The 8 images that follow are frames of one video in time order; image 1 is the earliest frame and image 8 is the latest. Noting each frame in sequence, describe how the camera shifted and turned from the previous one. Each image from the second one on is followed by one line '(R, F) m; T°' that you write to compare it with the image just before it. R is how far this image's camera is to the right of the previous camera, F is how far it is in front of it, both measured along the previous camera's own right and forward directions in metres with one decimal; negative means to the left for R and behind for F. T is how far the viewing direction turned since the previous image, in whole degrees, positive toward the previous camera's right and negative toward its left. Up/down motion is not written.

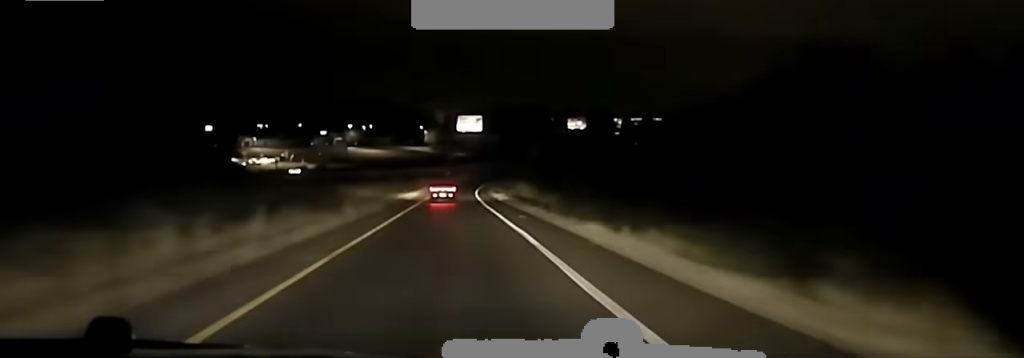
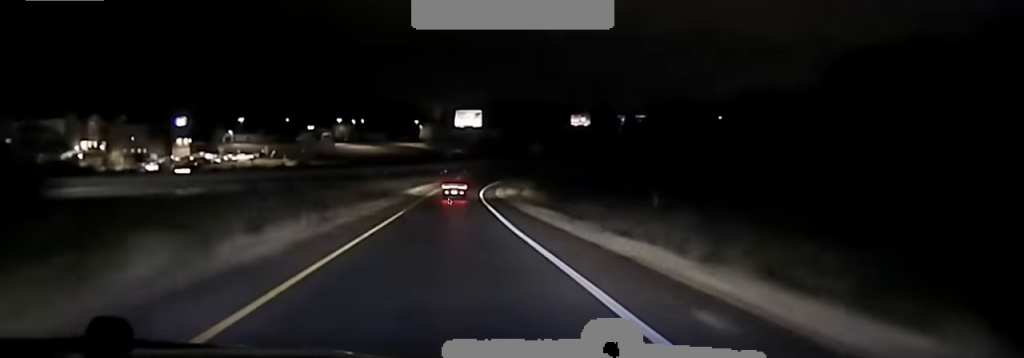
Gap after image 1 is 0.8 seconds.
(+0.3, +26.6) m; 0°
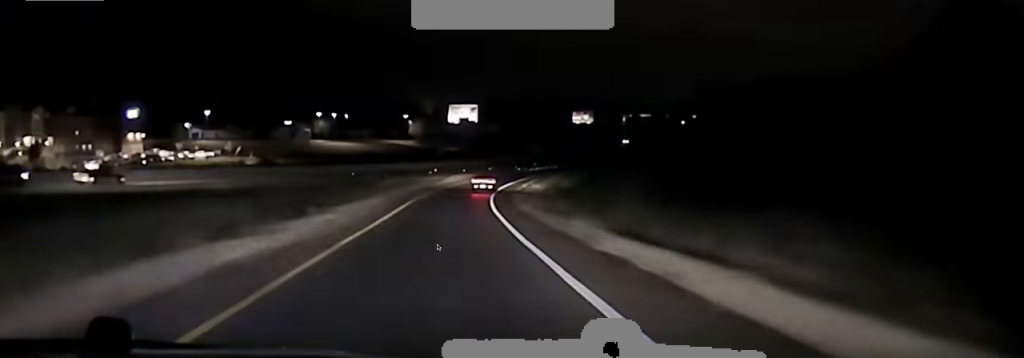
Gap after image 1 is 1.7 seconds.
(-0.6, +33.3) m; 0°
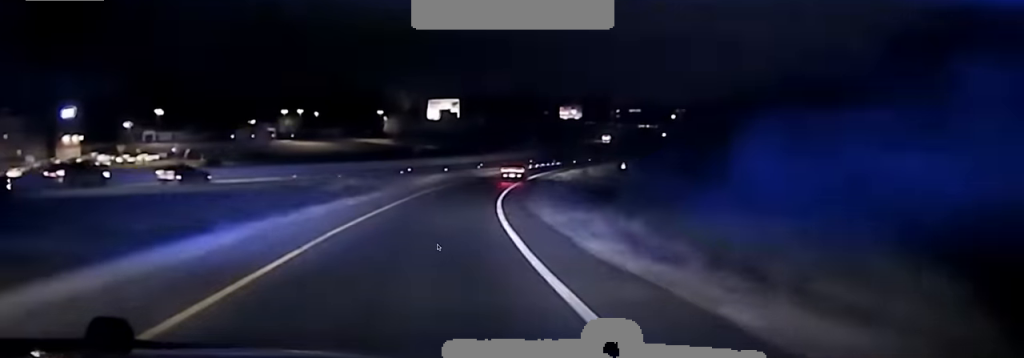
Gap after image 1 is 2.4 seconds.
(+0.3, +28.2) m; +1°
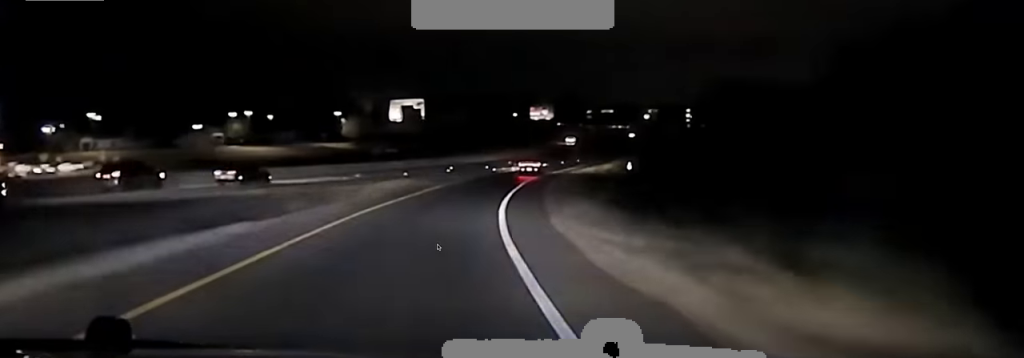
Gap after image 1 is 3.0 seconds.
(+0.2, +26.1) m; +1°
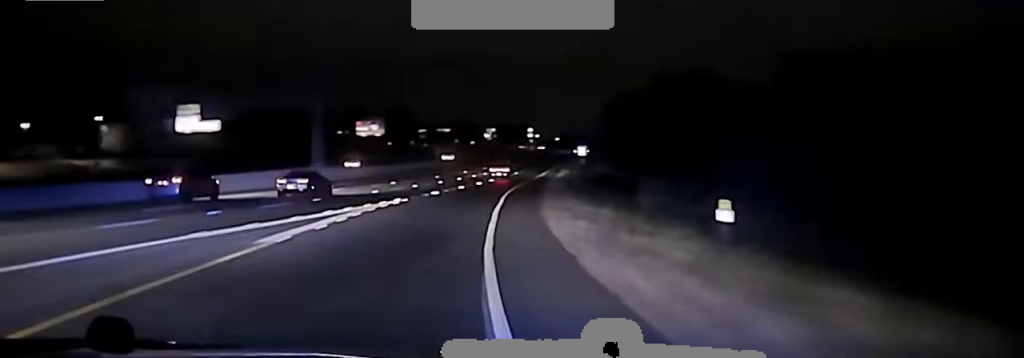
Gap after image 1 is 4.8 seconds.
(+4.0, +78.6) m; +8°
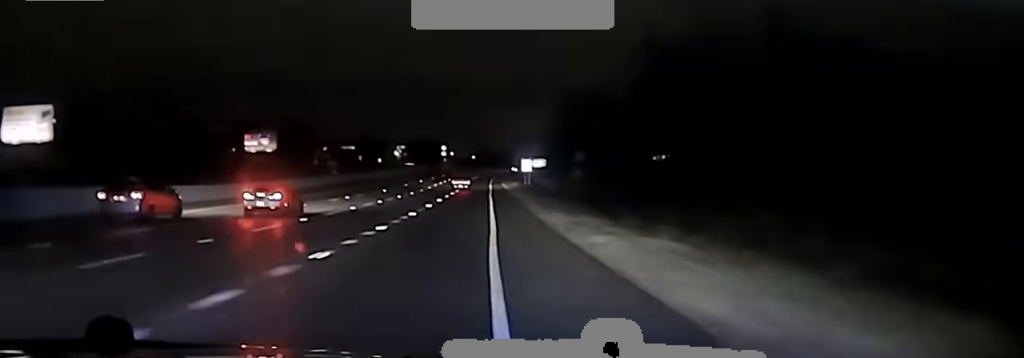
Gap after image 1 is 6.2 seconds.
(+4.2, +56.7) m; +6°
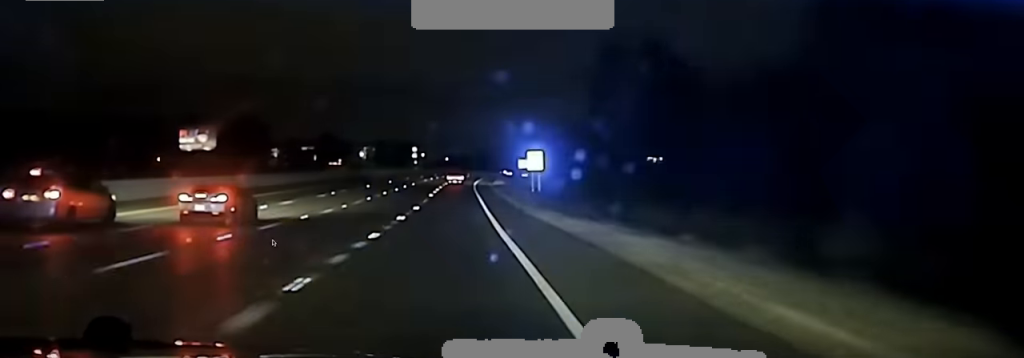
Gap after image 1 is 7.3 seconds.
(+1.5, +43.1) m; +4°
